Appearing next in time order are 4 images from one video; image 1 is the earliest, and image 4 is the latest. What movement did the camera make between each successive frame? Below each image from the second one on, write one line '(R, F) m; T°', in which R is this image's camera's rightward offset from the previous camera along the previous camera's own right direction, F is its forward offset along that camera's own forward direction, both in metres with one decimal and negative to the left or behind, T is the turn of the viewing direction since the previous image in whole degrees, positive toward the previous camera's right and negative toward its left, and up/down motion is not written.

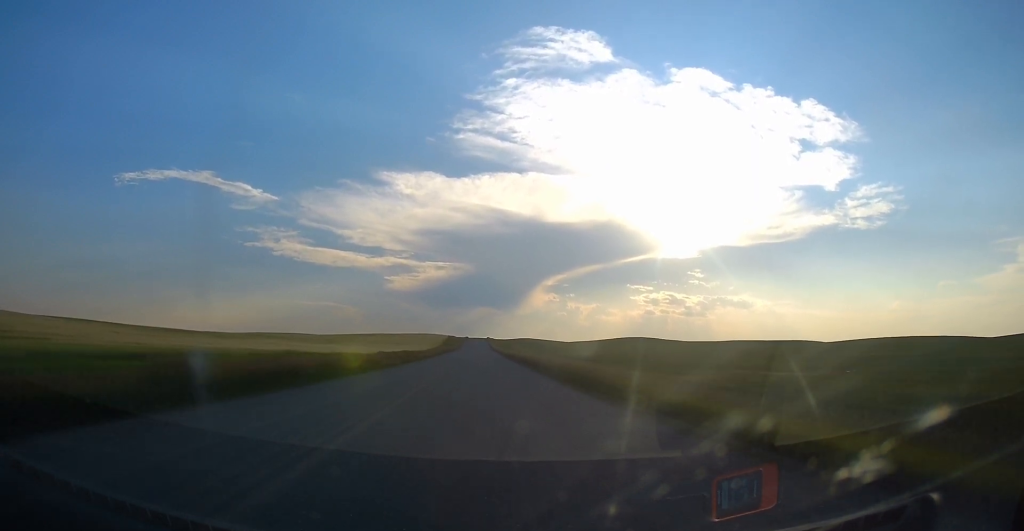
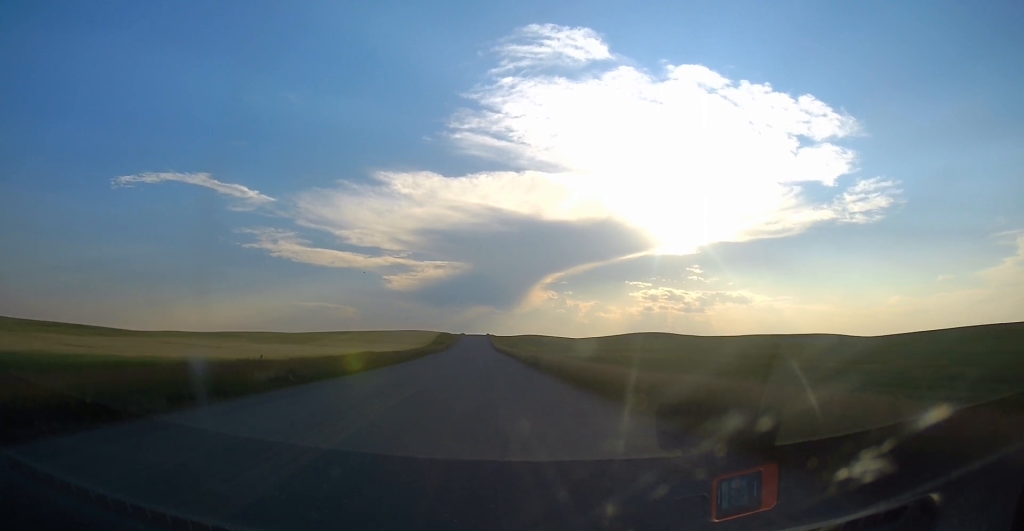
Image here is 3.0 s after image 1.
(+0.3, +51.6) m; +1°
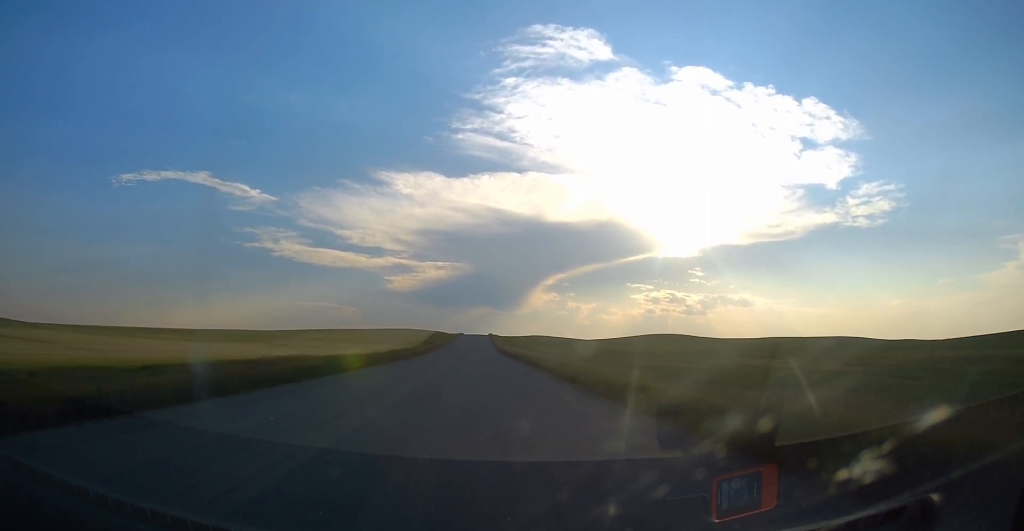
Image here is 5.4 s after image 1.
(-0.5, +41.7) m; -1°
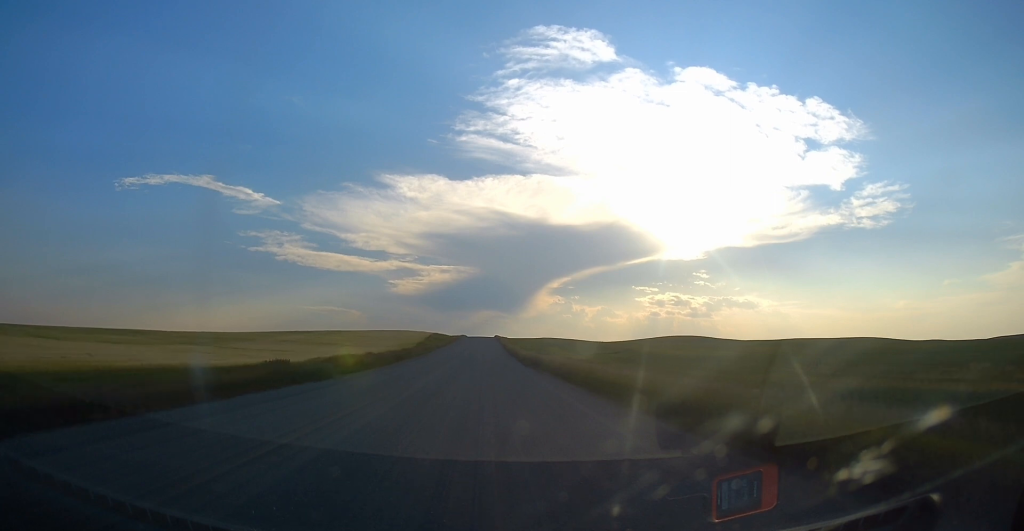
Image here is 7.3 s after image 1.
(+0.6, +33.6) m; +2°
